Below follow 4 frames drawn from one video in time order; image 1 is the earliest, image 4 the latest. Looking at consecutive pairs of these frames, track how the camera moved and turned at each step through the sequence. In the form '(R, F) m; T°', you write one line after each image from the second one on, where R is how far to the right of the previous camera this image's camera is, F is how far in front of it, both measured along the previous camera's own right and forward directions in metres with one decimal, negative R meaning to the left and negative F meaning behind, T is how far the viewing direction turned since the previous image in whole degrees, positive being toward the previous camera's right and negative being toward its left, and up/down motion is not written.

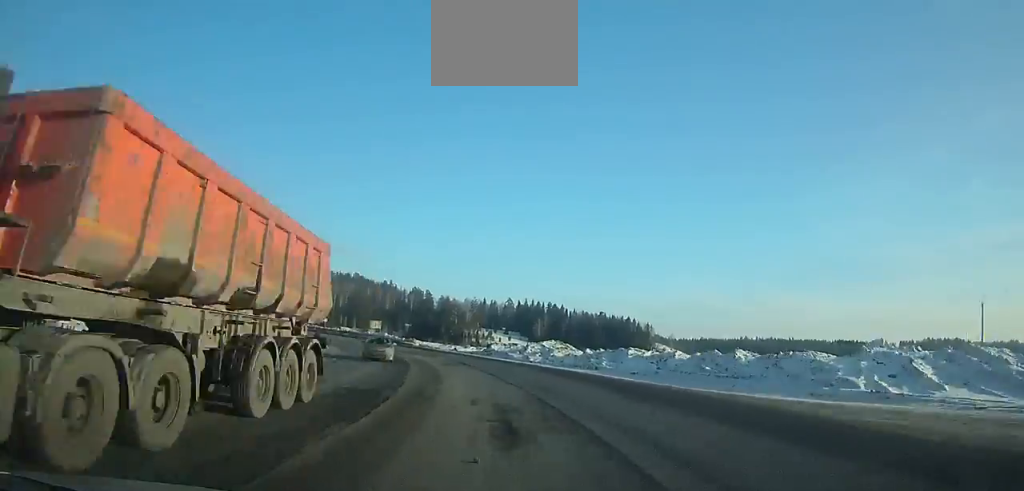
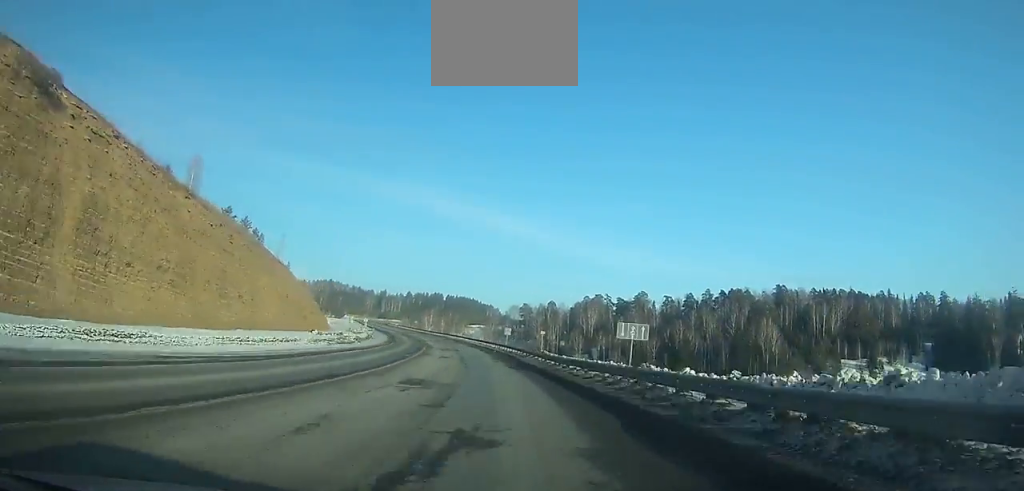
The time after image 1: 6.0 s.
(-42.8, +110.5) m; -37°
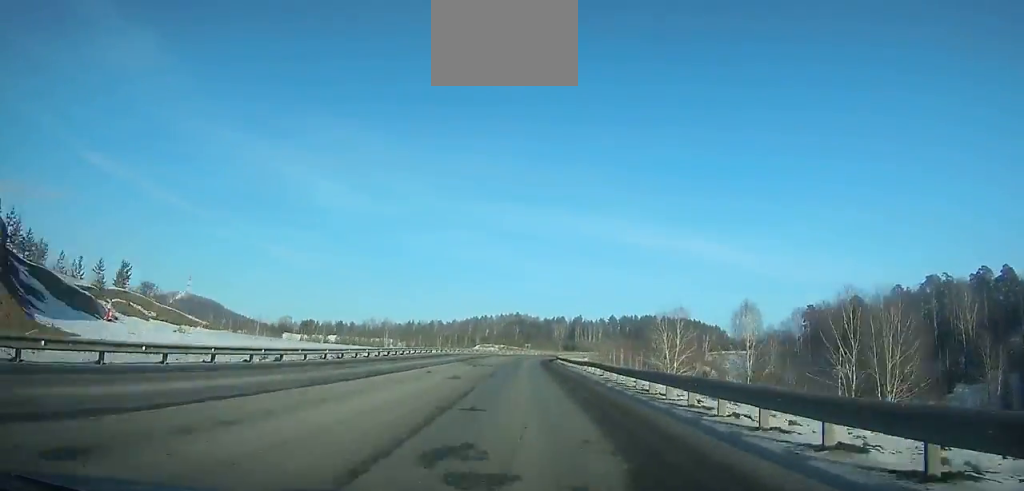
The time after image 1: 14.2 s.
(-33.9, +169.7) m; -14°
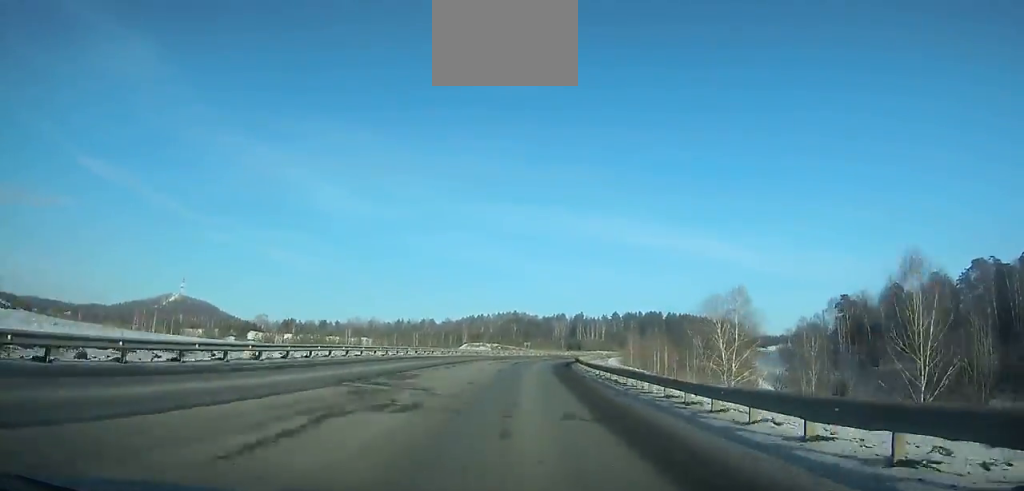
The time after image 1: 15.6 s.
(+0.1, +29.6) m; +2°
